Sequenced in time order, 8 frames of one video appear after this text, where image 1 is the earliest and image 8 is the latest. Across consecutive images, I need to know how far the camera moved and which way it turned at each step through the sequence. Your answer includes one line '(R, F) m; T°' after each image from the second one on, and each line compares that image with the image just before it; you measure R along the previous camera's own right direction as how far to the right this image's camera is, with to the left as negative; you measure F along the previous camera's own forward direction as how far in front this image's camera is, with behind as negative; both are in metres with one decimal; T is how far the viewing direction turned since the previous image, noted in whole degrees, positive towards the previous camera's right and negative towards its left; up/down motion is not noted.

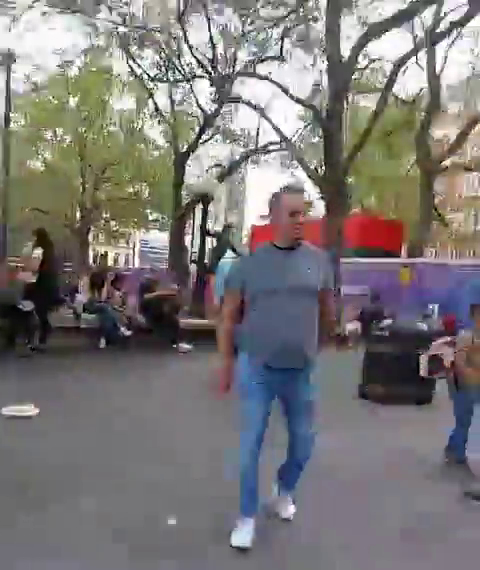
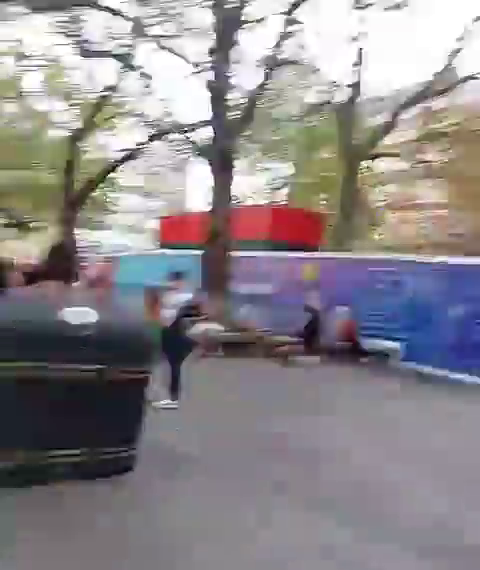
(+1.2, +4.6) m; +14°
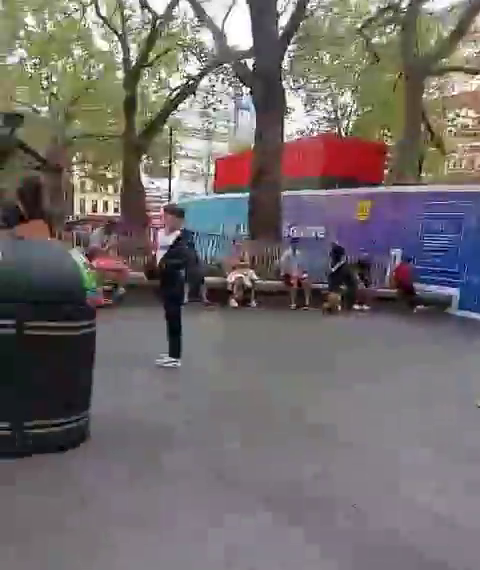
(0.0, +1.1) m; 0°
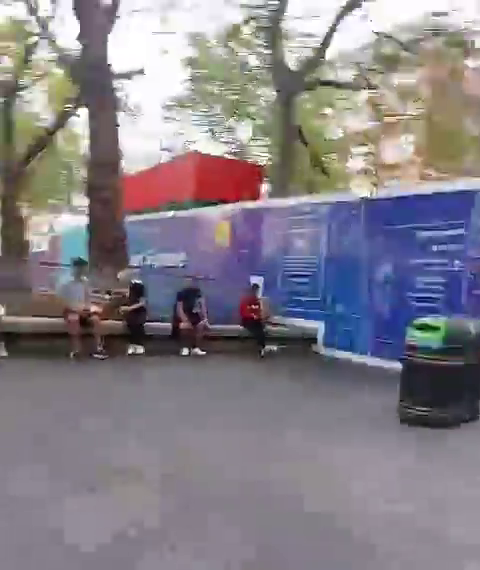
(0.0, +4.2) m; +1°
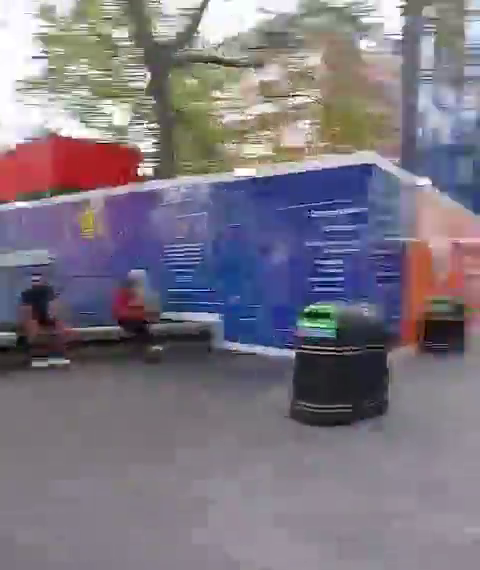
(0.0, +1.0) m; +2°
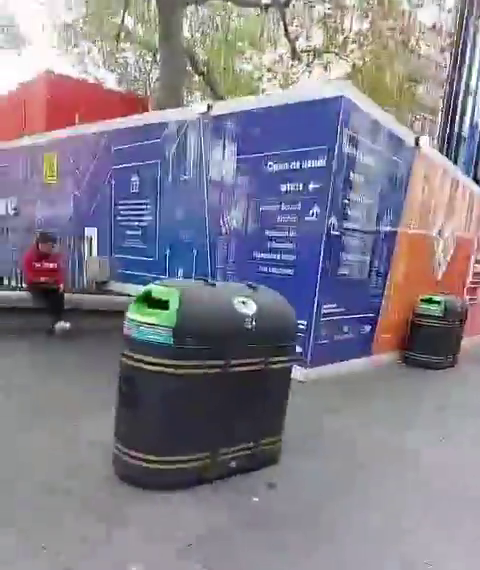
(+0.1, +2.5) m; +7°
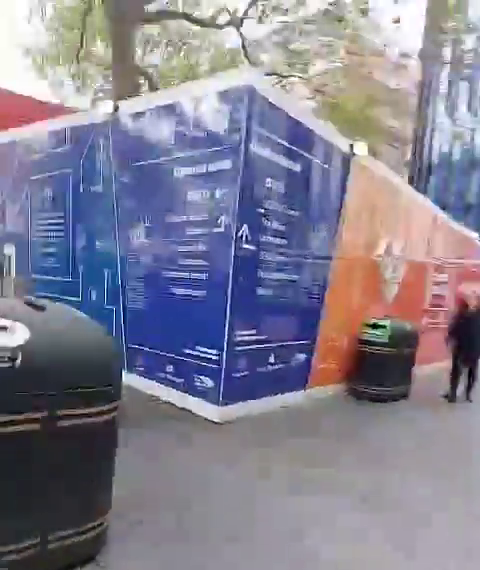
(0.0, +1.4) m; +5°
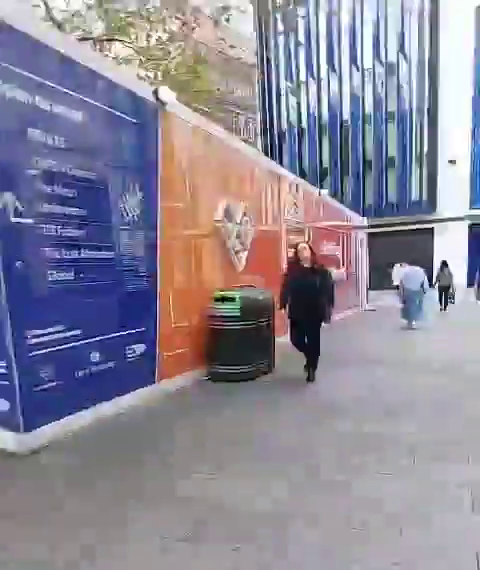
(+0.1, +1.2) m; +2°
